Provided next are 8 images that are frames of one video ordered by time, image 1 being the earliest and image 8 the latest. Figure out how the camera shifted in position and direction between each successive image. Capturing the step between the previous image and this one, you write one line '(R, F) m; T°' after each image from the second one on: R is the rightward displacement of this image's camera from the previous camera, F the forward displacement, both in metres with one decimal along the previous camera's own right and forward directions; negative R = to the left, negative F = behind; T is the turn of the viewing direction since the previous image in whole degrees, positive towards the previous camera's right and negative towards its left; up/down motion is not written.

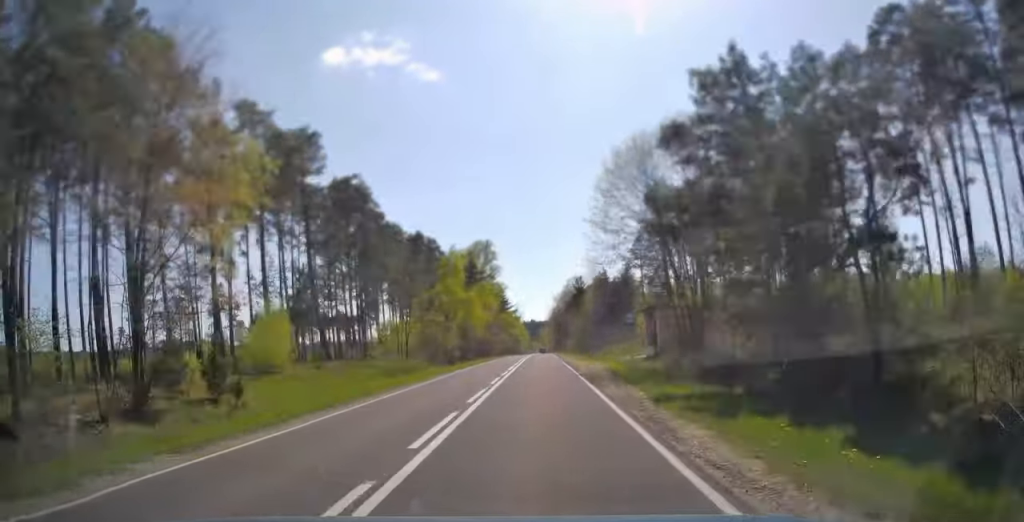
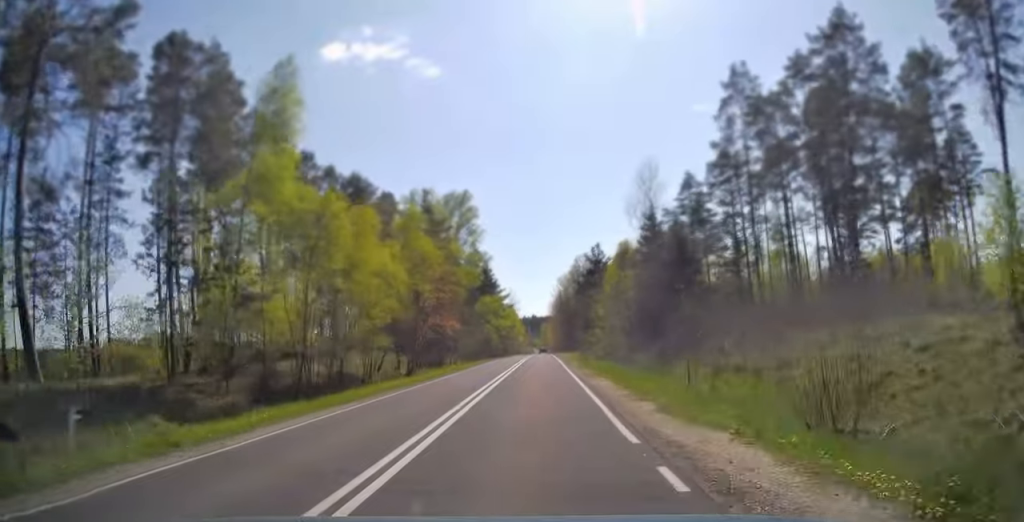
(0.0, +40.9) m; 0°
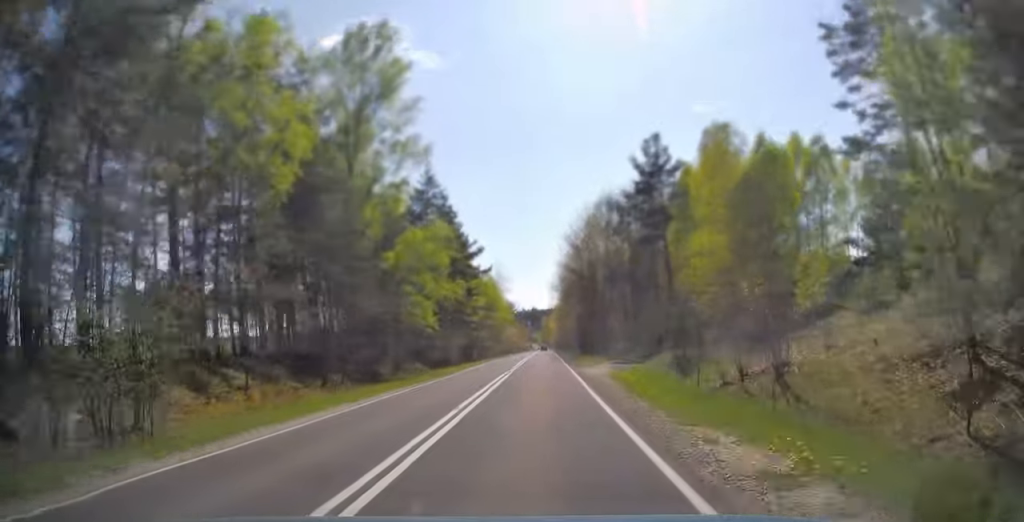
(-0.3, +48.8) m; 0°
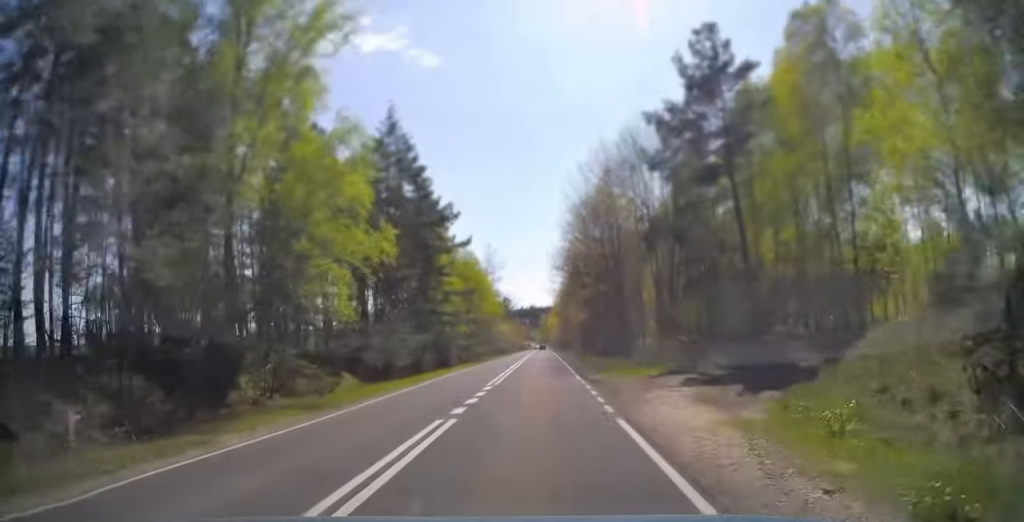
(+0.1, +17.0) m; 0°
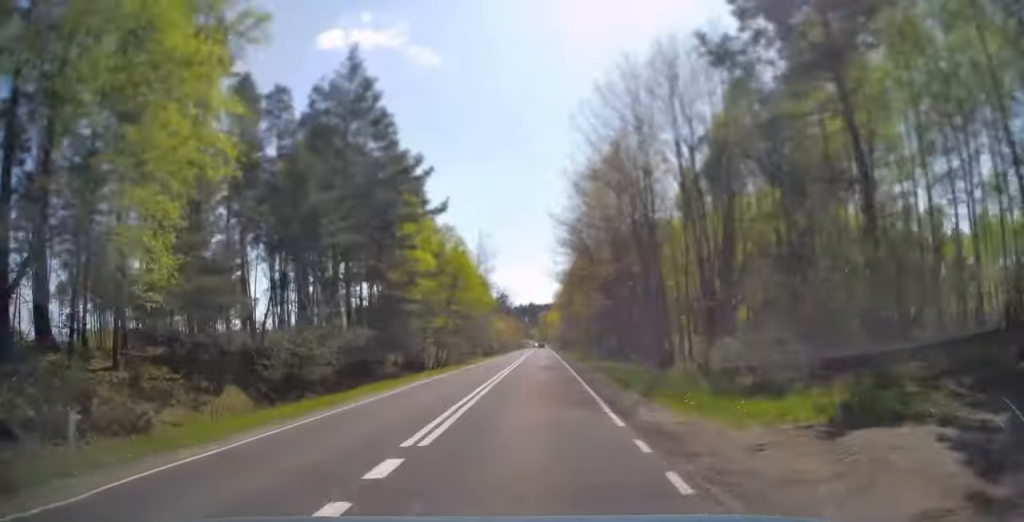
(0.0, +11.5) m; 0°
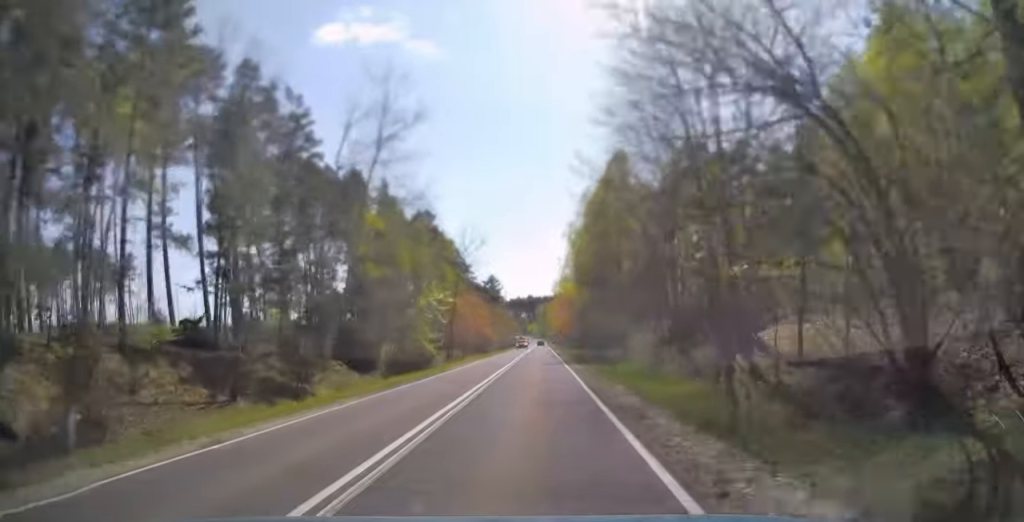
(+0.1, +51.9) m; 0°
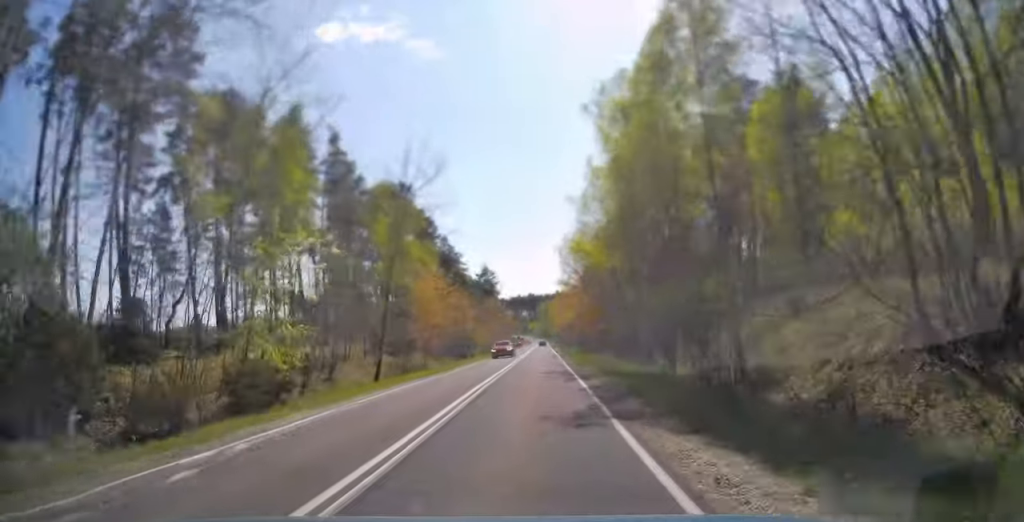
(0.0, +22.5) m; -1°
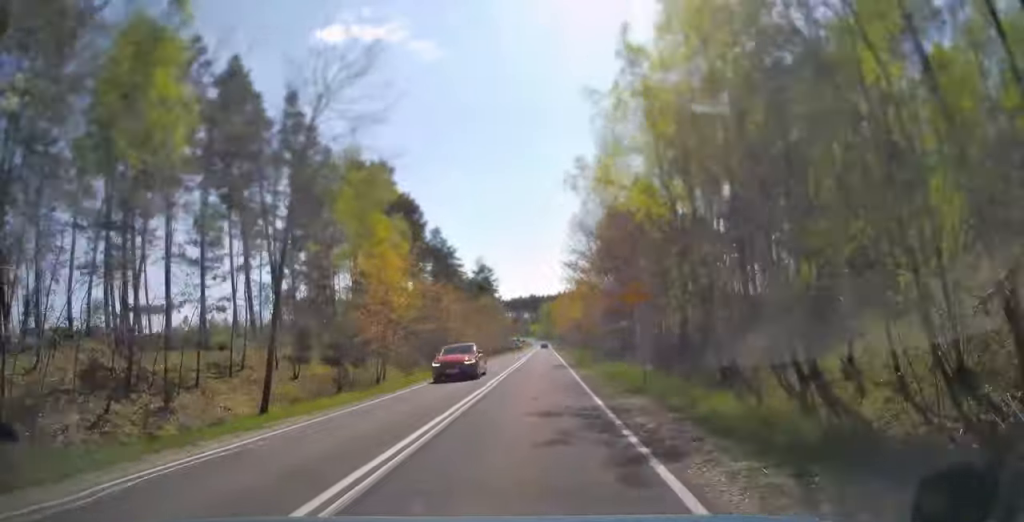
(-0.1, +12.9) m; 0°
